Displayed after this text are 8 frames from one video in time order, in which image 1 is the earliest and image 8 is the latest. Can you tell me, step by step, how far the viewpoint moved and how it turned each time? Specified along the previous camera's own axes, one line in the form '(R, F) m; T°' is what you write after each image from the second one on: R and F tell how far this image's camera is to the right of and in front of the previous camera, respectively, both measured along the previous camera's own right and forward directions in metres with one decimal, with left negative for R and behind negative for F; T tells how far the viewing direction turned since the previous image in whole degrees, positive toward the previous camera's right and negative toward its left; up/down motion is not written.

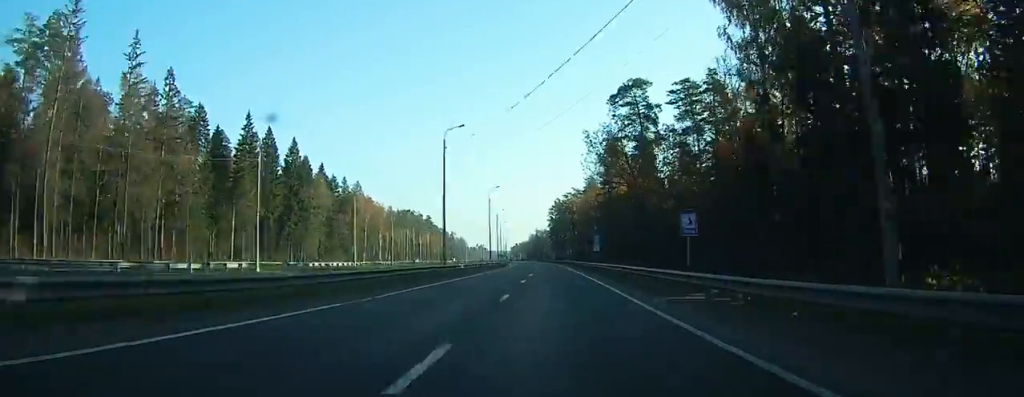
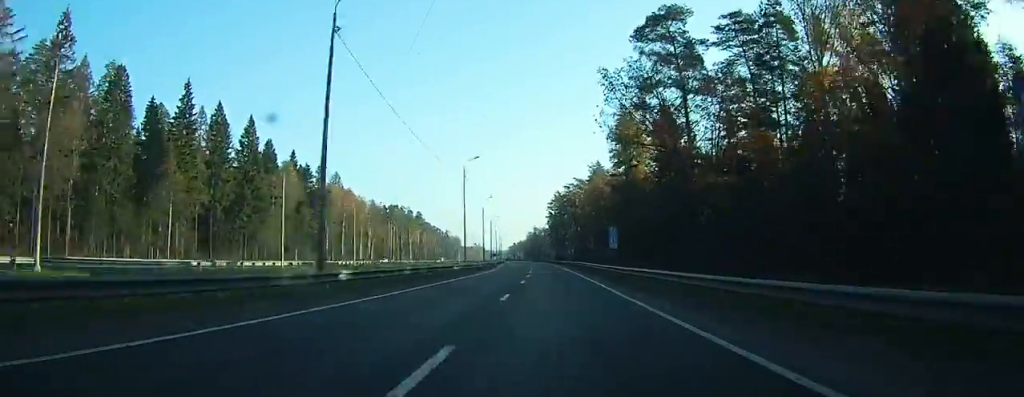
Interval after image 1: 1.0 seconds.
(+0.1, +24.2) m; 0°
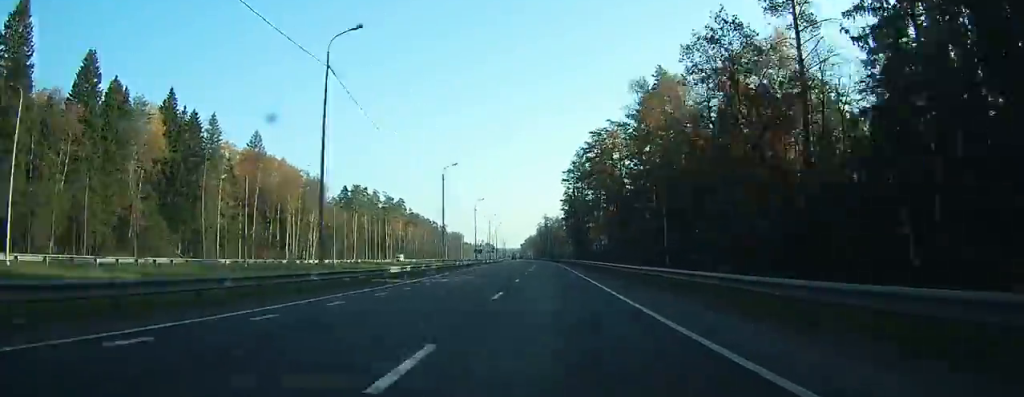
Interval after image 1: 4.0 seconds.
(-0.5, +72.0) m; -1°
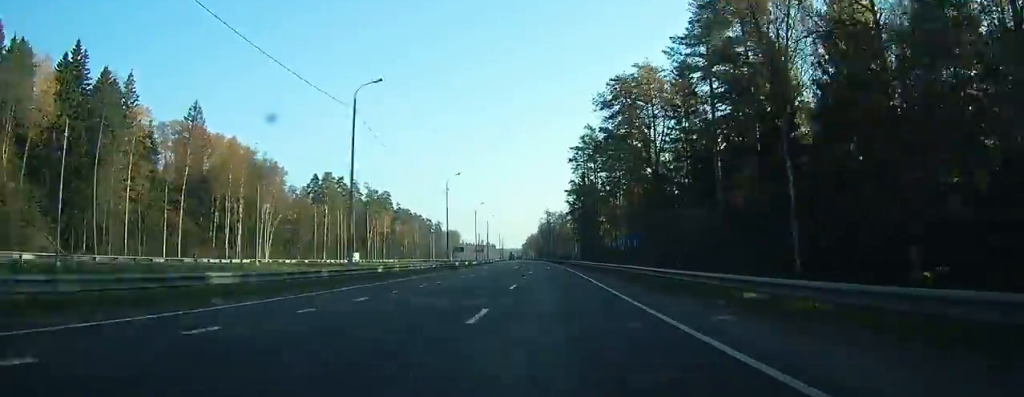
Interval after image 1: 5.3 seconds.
(-0.1, +30.1) m; 0°
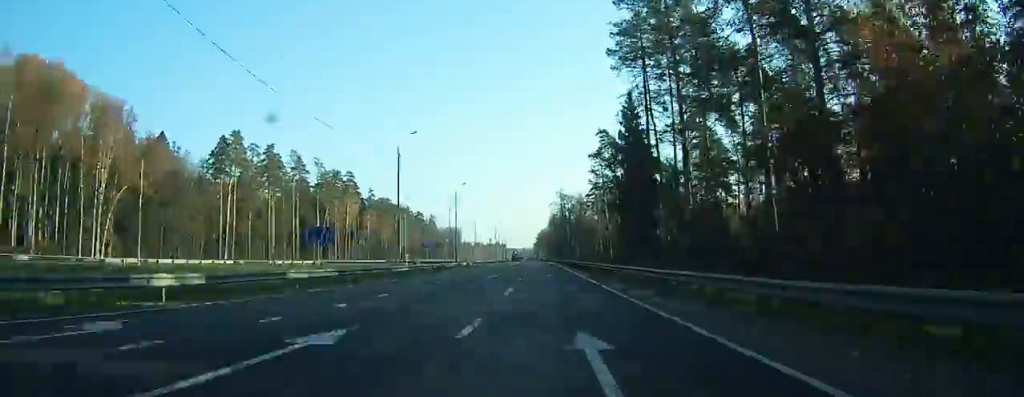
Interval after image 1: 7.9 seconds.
(-0.2, +61.4) m; -1°
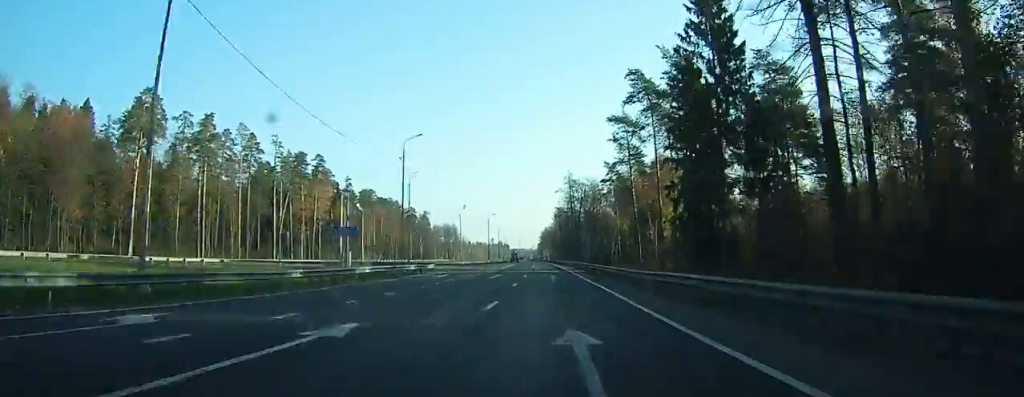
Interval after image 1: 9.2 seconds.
(-0.2, +31.3) m; -1°
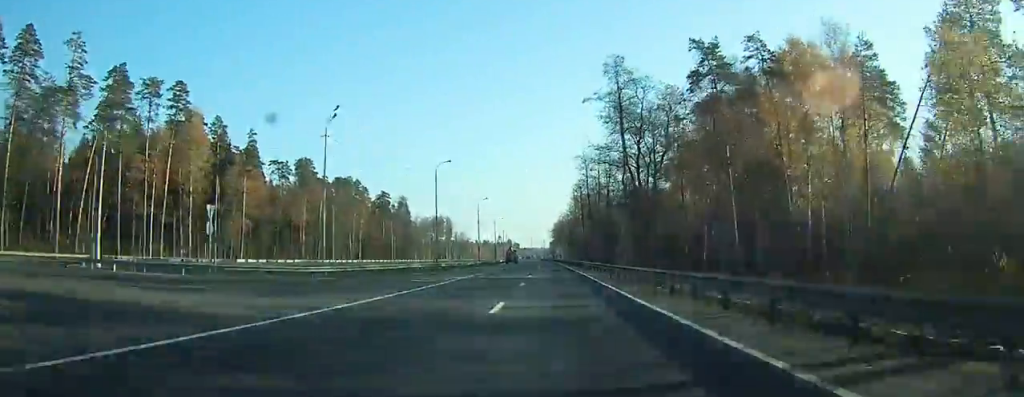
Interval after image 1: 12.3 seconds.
(-1.0, +73.0) m; -1°
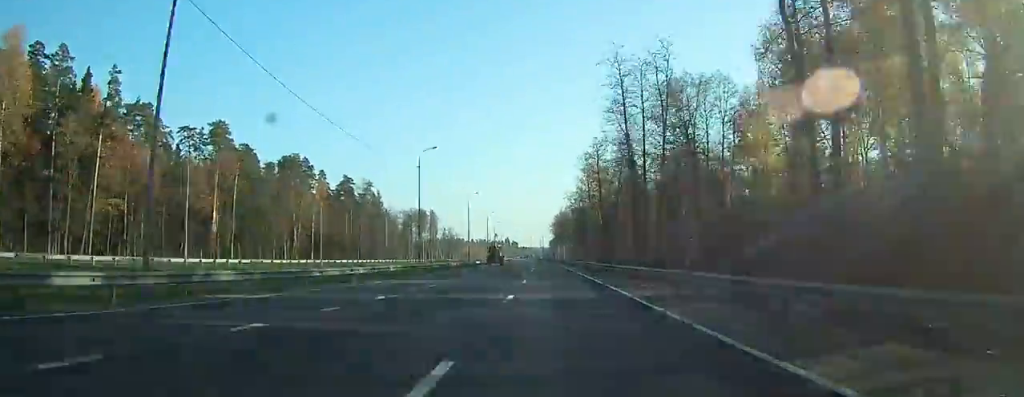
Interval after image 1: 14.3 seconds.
(-0.1, +44.9) m; 0°
